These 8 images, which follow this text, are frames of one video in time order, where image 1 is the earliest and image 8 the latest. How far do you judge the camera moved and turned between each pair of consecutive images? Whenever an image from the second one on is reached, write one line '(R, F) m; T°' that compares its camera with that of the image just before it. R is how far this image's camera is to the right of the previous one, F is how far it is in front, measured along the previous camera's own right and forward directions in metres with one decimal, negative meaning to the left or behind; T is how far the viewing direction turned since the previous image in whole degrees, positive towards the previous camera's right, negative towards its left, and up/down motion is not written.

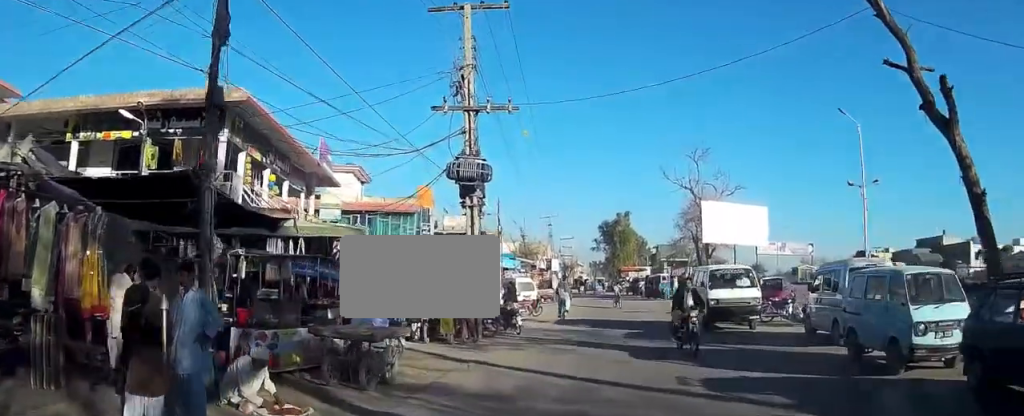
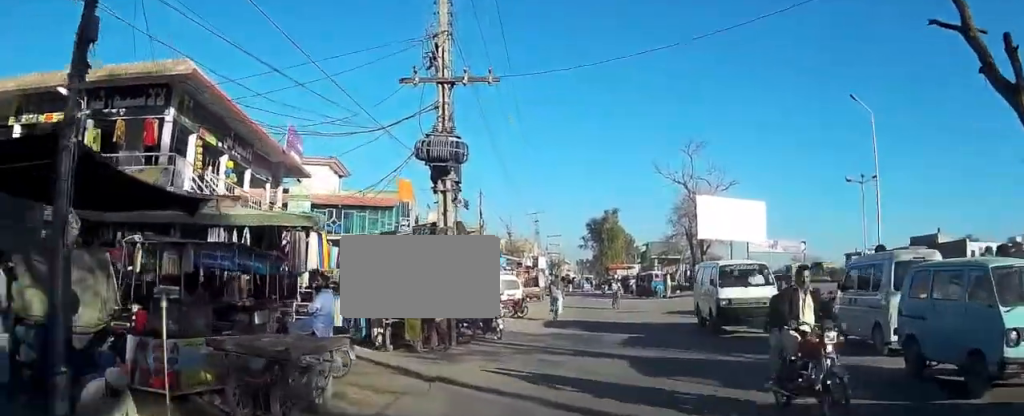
(0.0, +1.9) m; 0°
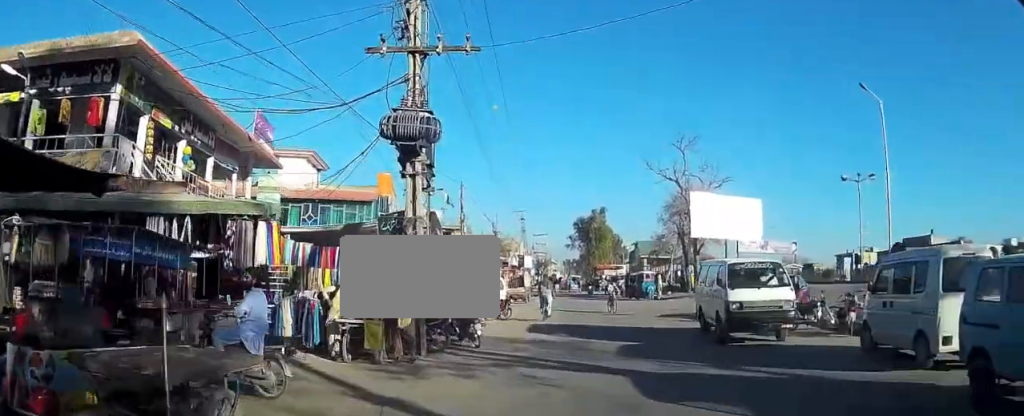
(-0.1, +1.7) m; 0°
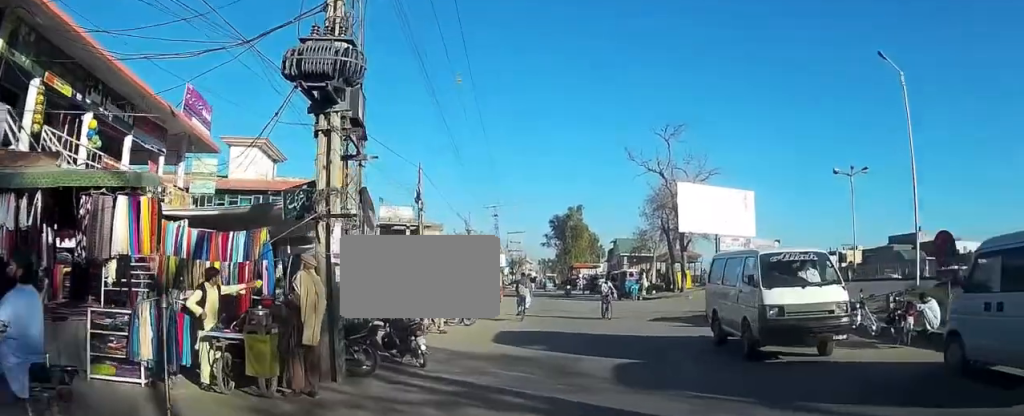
(+0.1, +3.3) m; +1°
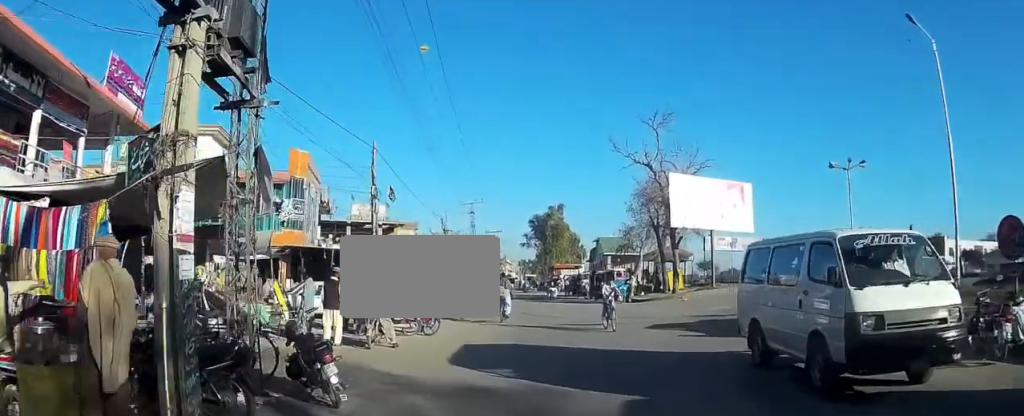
(0.0, +3.1) m; +2°
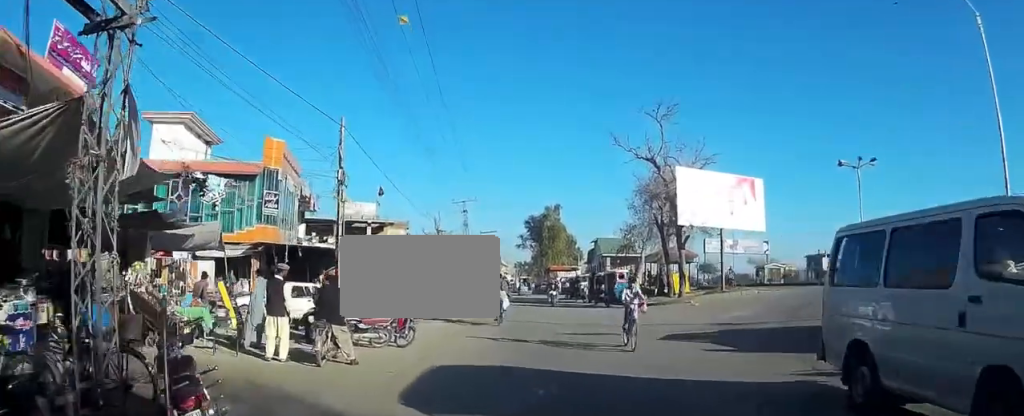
(0.0, +2.6) m; +1°
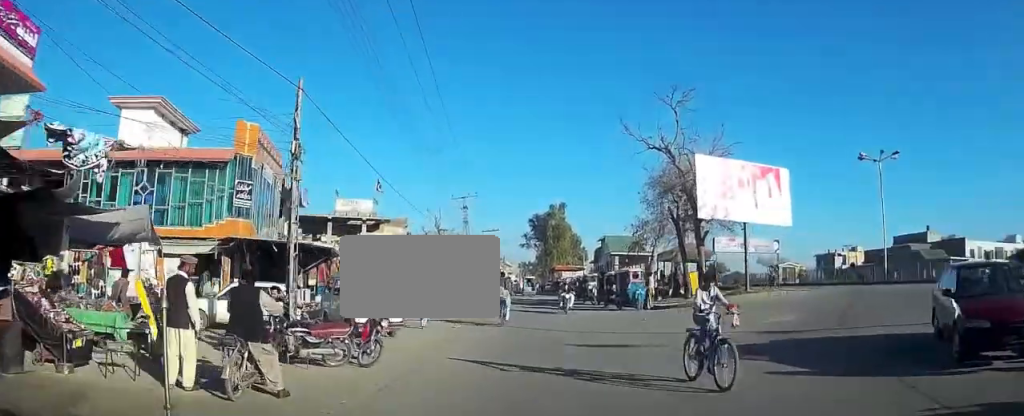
(+0.1, +3.2) m; +1°
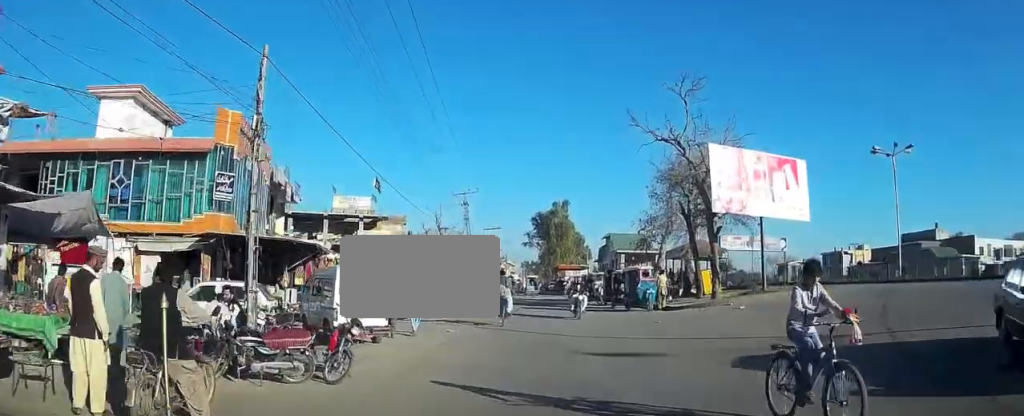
(-0.1, +2.0) m; 0°
